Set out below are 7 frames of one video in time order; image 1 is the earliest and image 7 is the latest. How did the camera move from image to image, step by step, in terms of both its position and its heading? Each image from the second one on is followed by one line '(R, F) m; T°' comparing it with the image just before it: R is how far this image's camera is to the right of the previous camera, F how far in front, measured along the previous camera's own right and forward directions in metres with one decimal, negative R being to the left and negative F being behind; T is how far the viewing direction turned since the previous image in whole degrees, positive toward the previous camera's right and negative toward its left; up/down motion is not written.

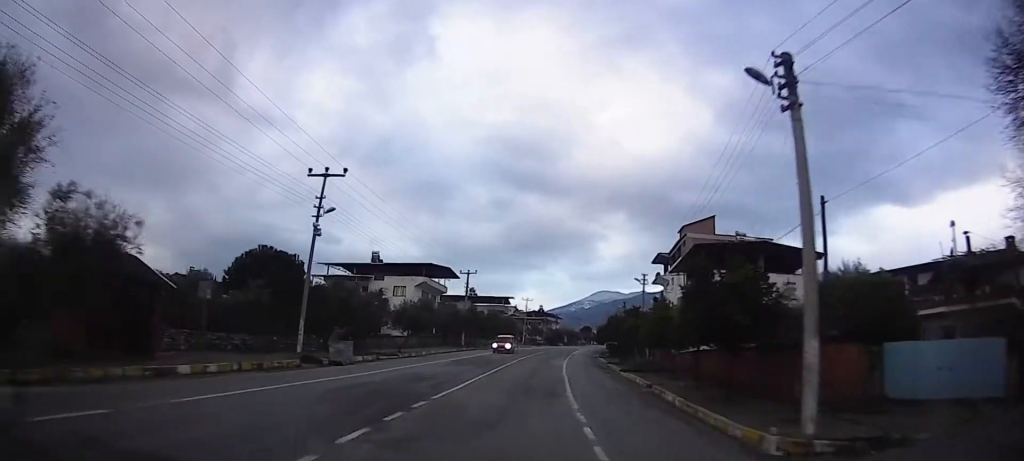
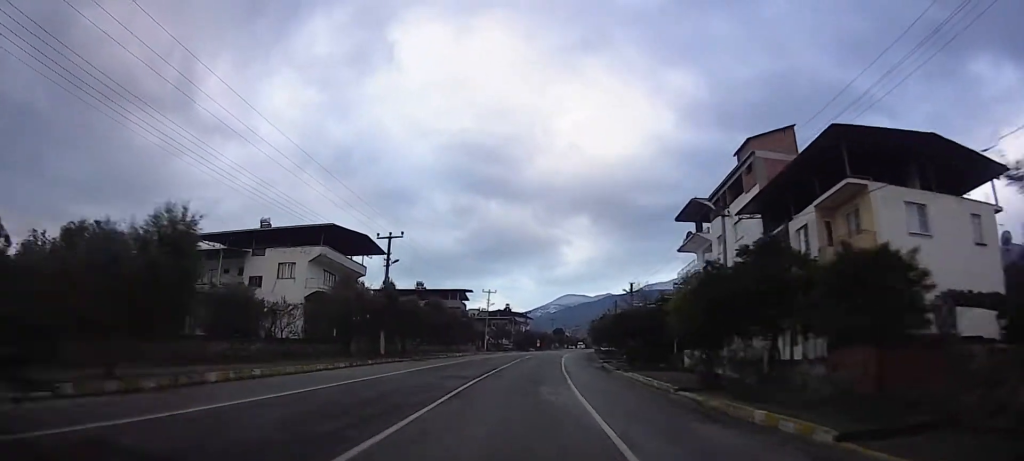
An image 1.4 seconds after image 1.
(+1.1, +26.8) m; +2°
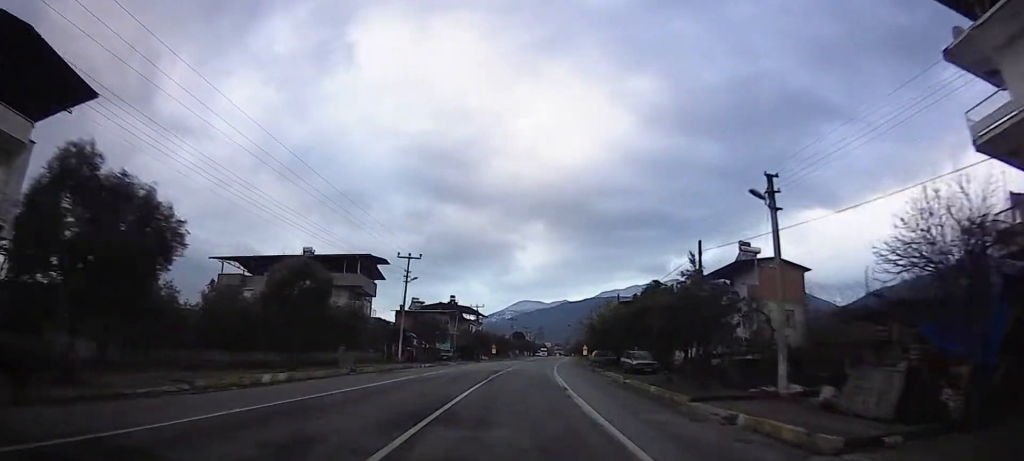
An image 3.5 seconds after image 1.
(+1.2, +38.5) m; +5°
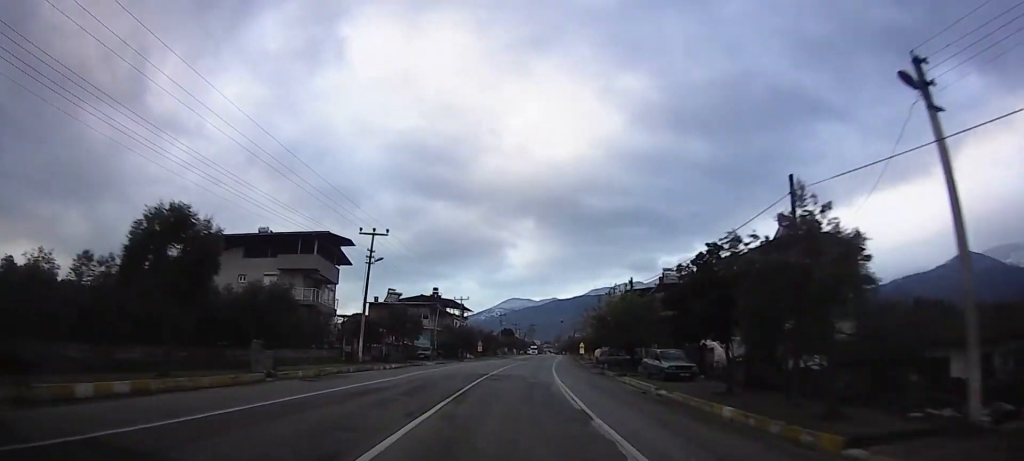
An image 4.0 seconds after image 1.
(+0.3, +9.5) m; +2°
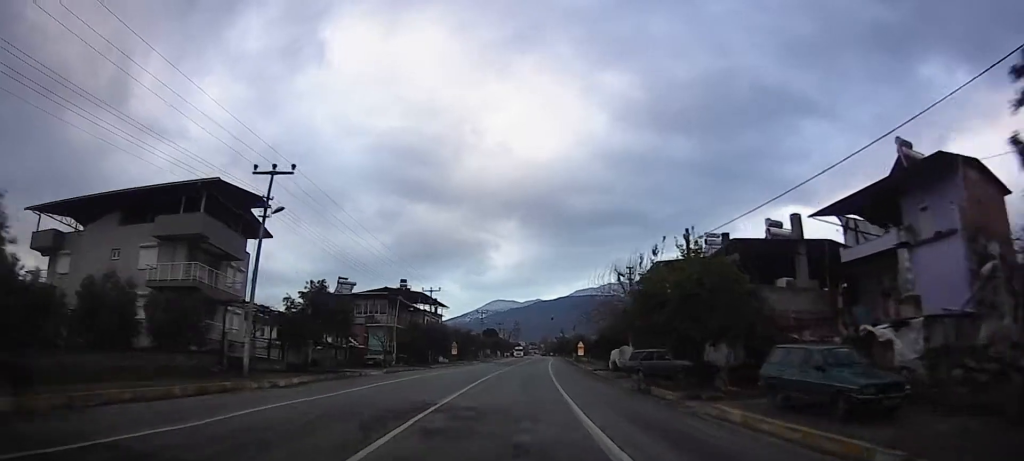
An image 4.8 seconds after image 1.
(0.0, +15.8) m; 0°
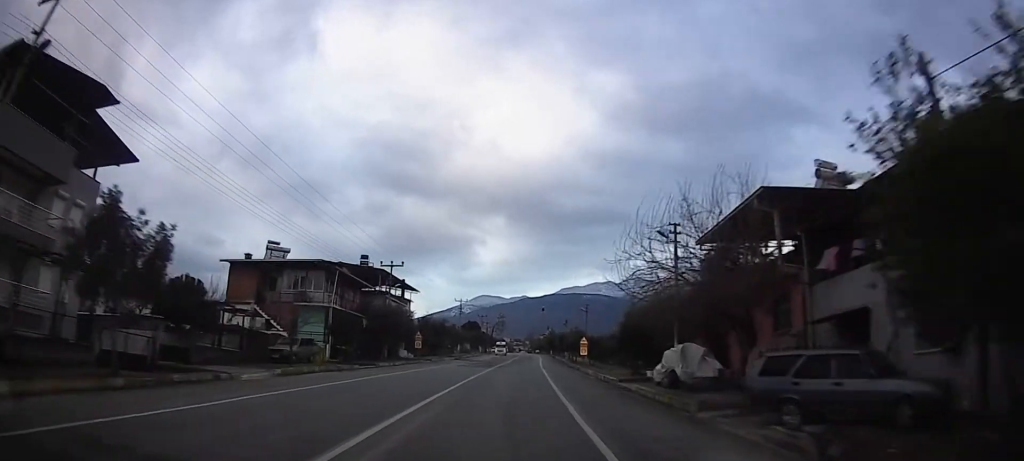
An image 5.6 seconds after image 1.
(0.0, +15.8) m; 0°
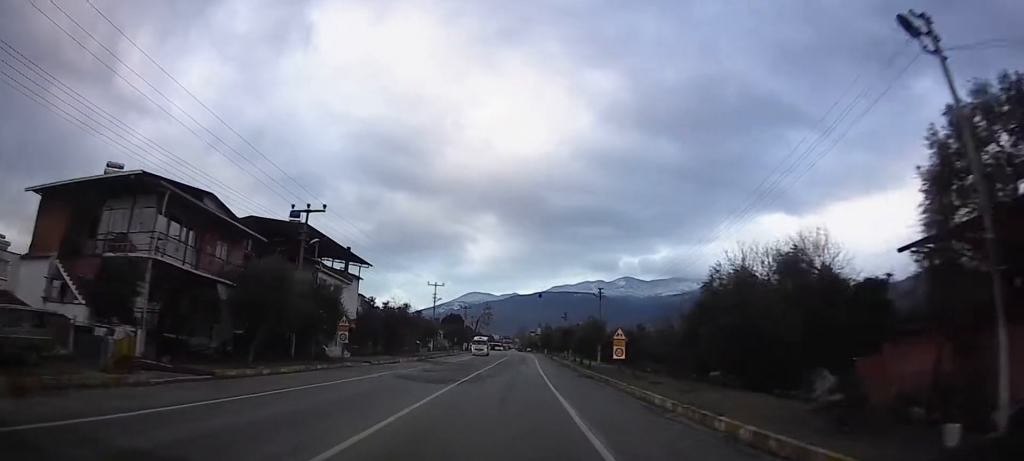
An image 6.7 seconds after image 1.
(0.0, +20.7) m; 0°
